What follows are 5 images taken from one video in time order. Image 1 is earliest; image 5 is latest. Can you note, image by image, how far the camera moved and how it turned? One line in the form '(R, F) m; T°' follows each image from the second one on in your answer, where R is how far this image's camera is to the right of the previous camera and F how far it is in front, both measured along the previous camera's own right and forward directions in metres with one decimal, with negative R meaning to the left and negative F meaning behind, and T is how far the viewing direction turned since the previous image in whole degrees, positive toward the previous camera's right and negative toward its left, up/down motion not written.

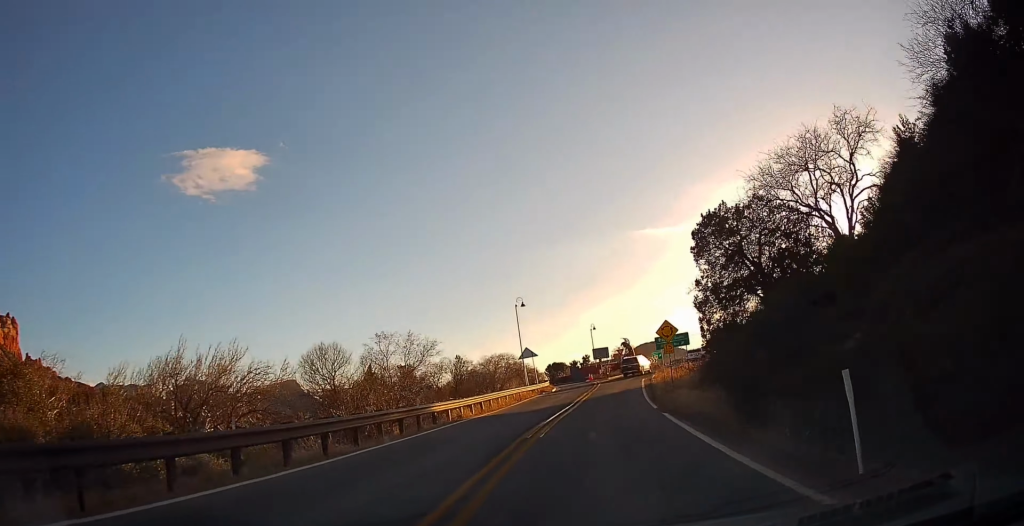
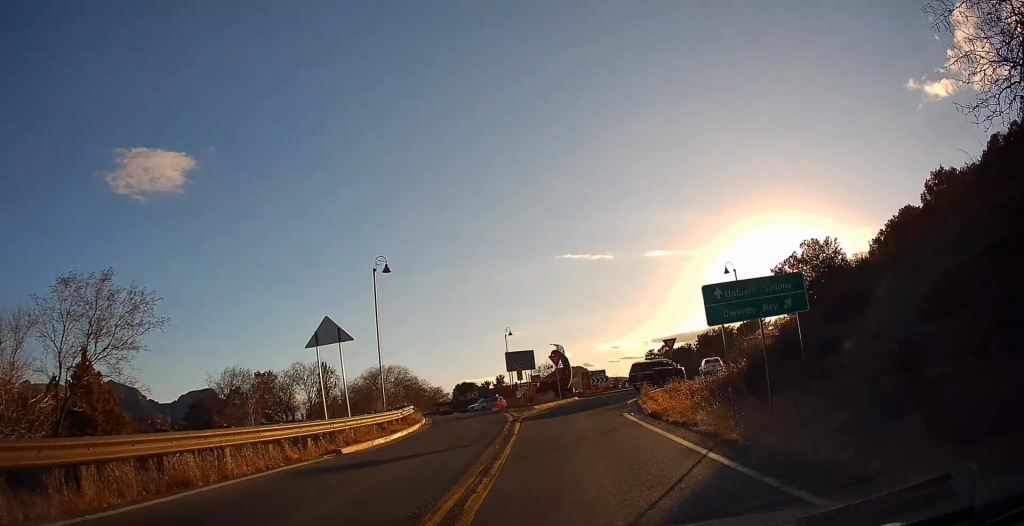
(+2.6, +28.9) m; +6°
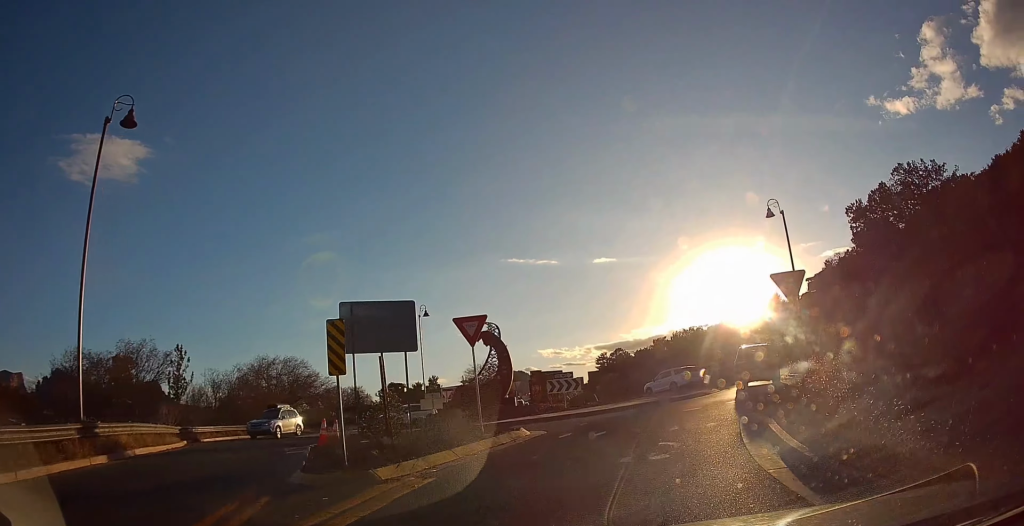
(+0.5, +23.8) m; +2°
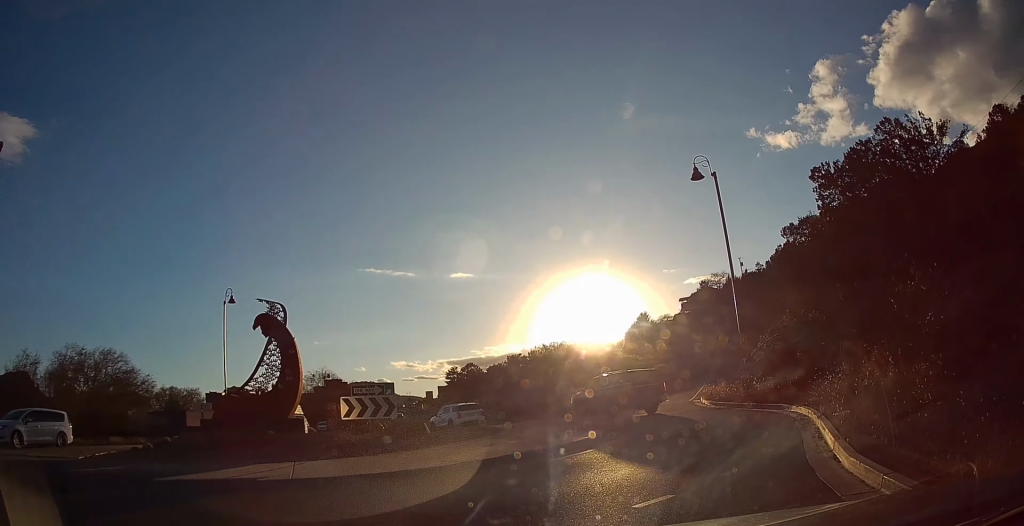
(+1.4, +16.2) m; +23°
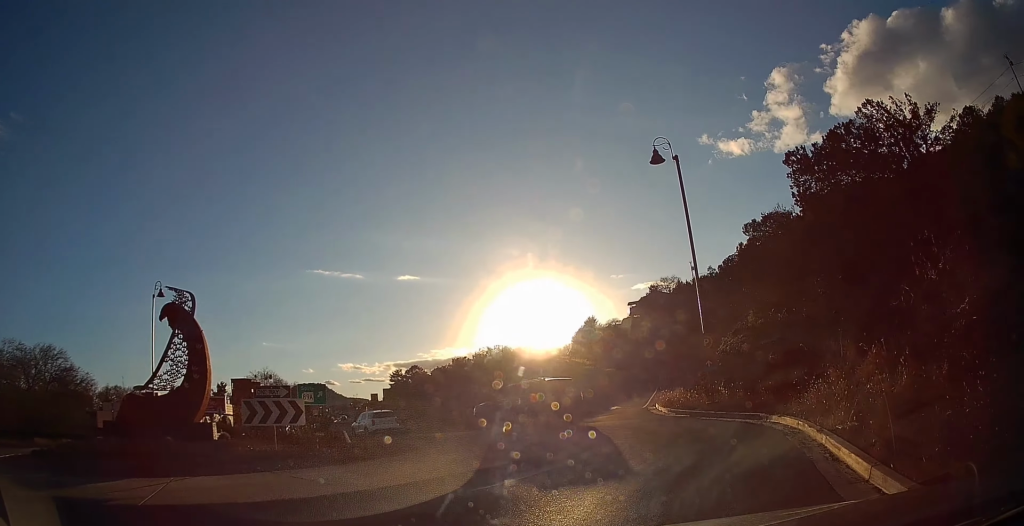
(+0.5, +3.9) m; +11°
